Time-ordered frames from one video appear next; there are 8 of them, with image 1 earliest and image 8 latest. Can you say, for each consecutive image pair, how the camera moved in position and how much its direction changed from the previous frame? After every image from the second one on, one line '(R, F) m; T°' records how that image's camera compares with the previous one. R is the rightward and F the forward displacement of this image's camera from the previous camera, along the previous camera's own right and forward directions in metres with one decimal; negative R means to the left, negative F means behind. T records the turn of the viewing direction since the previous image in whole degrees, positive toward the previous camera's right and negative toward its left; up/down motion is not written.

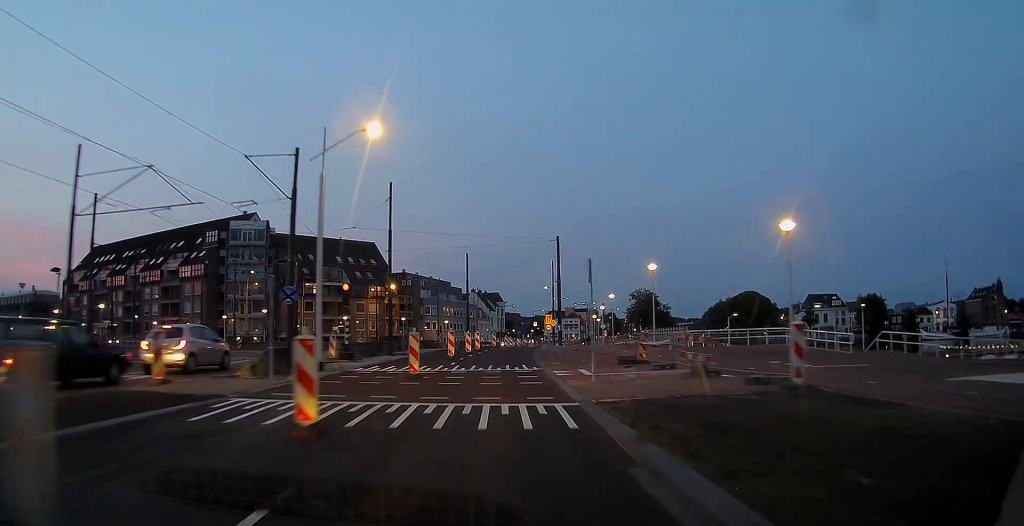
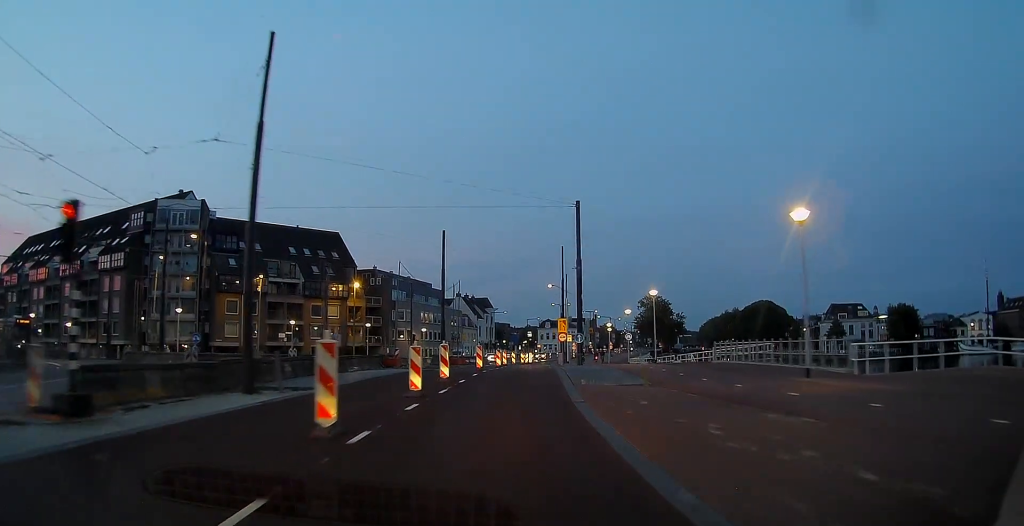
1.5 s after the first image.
(-0.1, +19.9) m; +1°
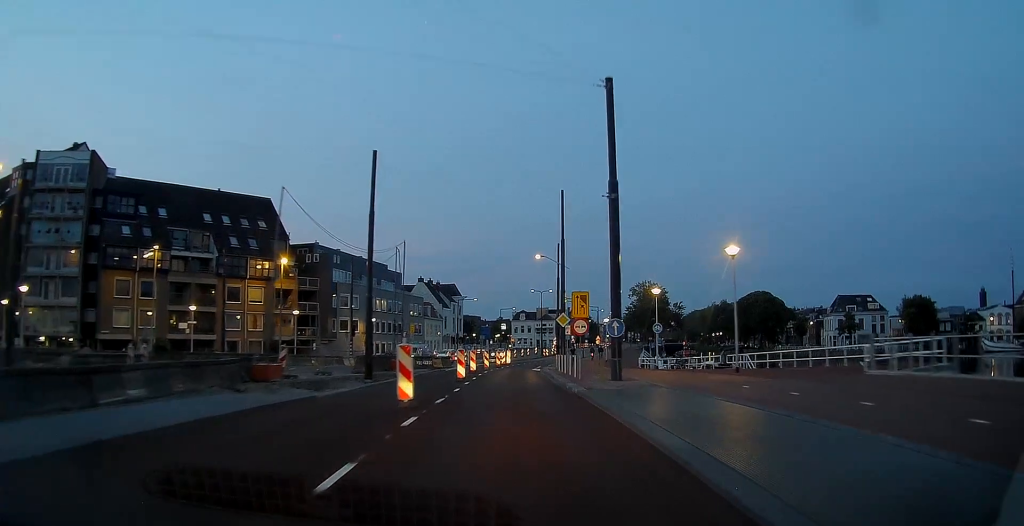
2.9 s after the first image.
(+0.2, +18.7) m; +1°
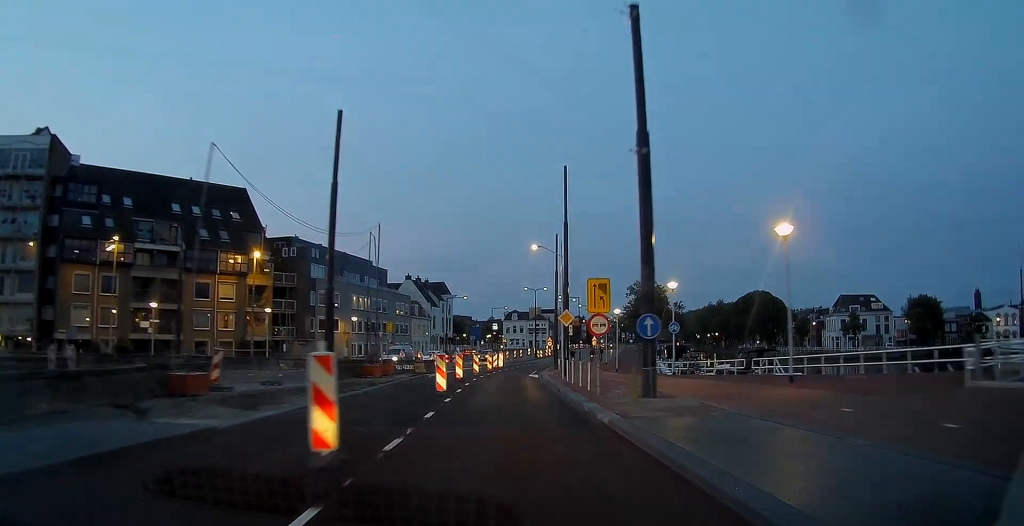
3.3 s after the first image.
(-0.1, +5.3) m; +1°
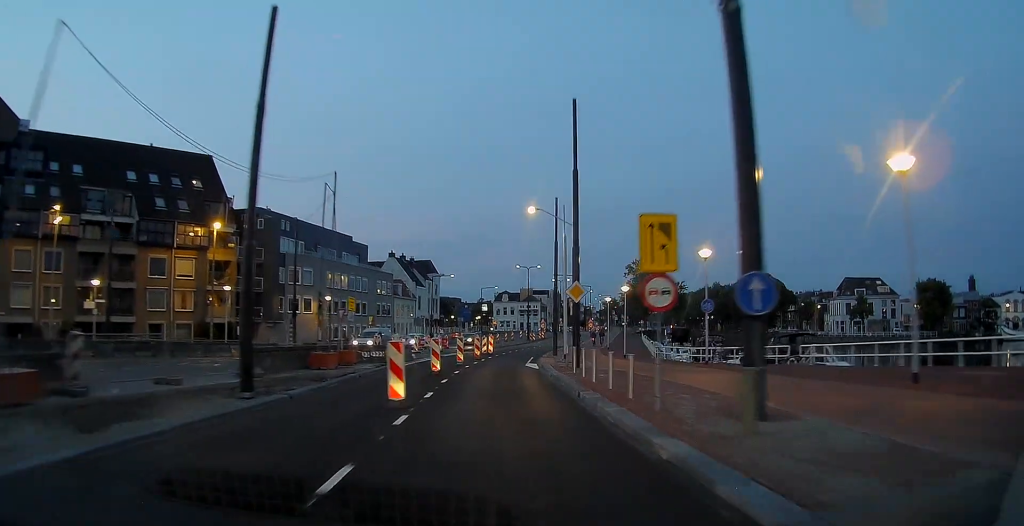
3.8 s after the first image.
(+0.3, +6.7) m; +1°
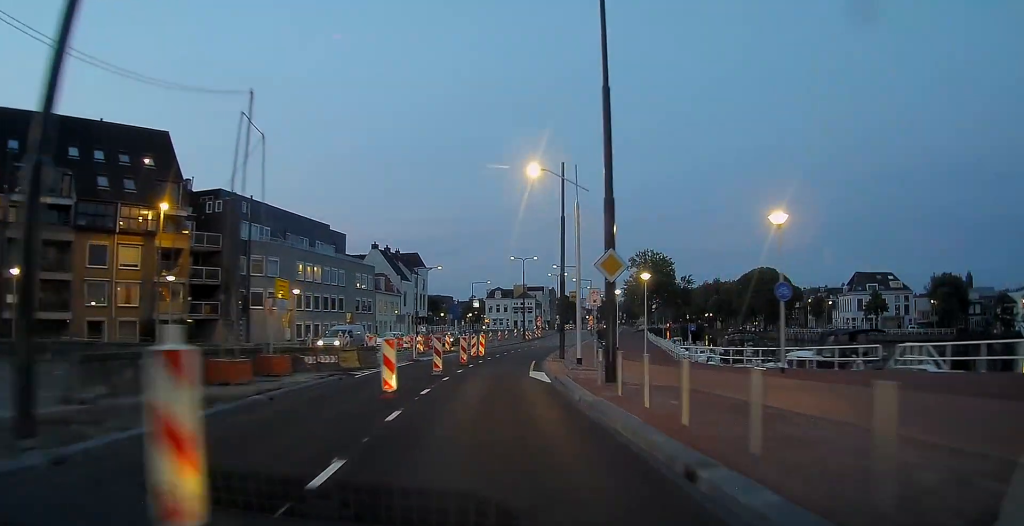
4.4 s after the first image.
(+0.1, +7.6) m; +1°
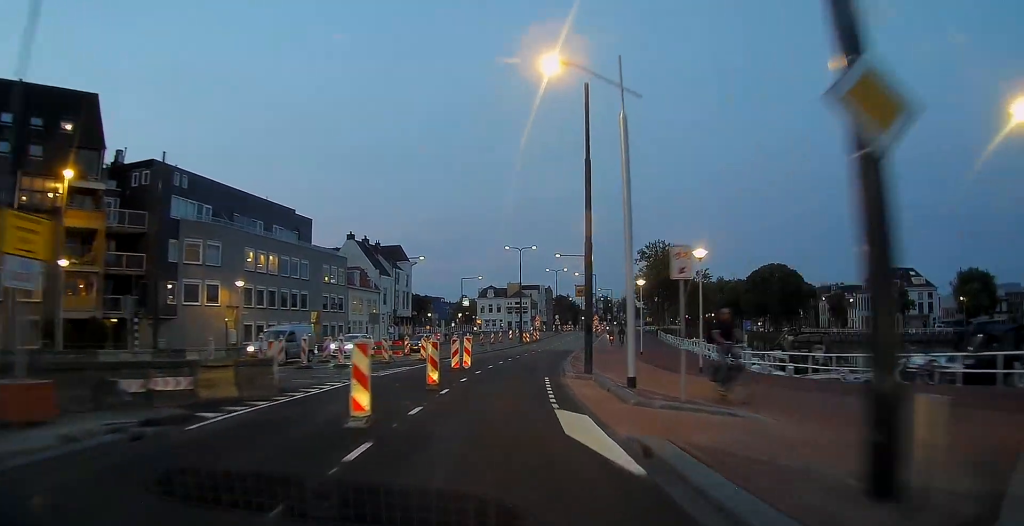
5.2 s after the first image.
(+0.1, +10.8) m; +1°
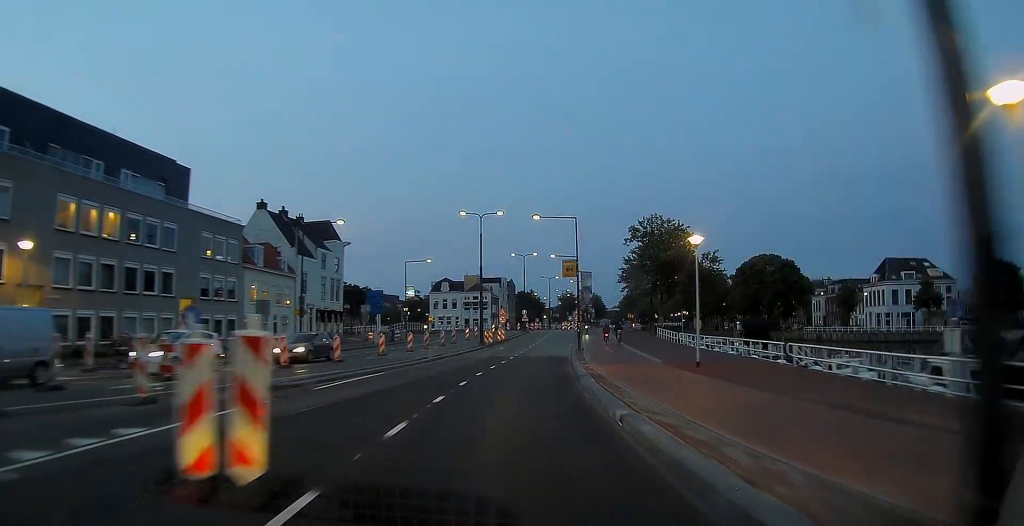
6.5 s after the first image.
(+0.4, +18.0) m; +2°
